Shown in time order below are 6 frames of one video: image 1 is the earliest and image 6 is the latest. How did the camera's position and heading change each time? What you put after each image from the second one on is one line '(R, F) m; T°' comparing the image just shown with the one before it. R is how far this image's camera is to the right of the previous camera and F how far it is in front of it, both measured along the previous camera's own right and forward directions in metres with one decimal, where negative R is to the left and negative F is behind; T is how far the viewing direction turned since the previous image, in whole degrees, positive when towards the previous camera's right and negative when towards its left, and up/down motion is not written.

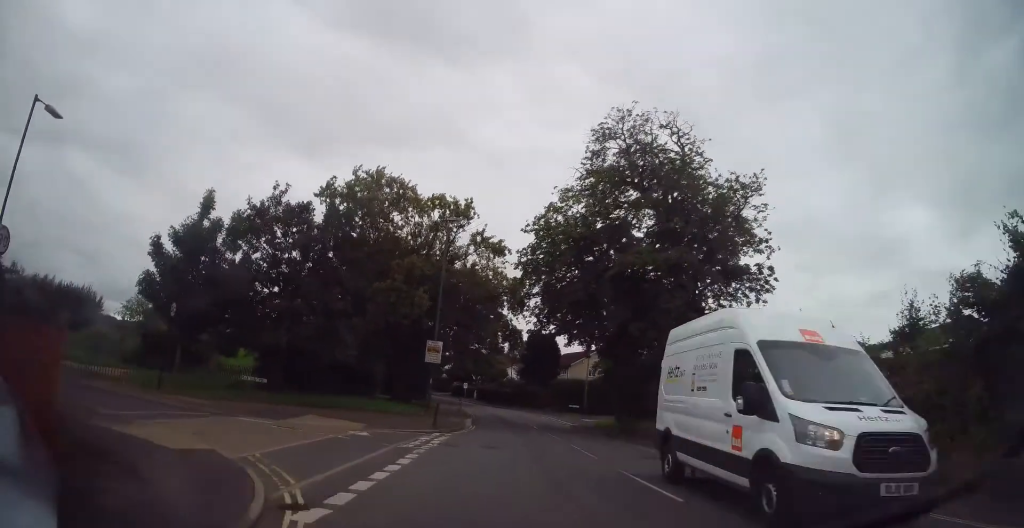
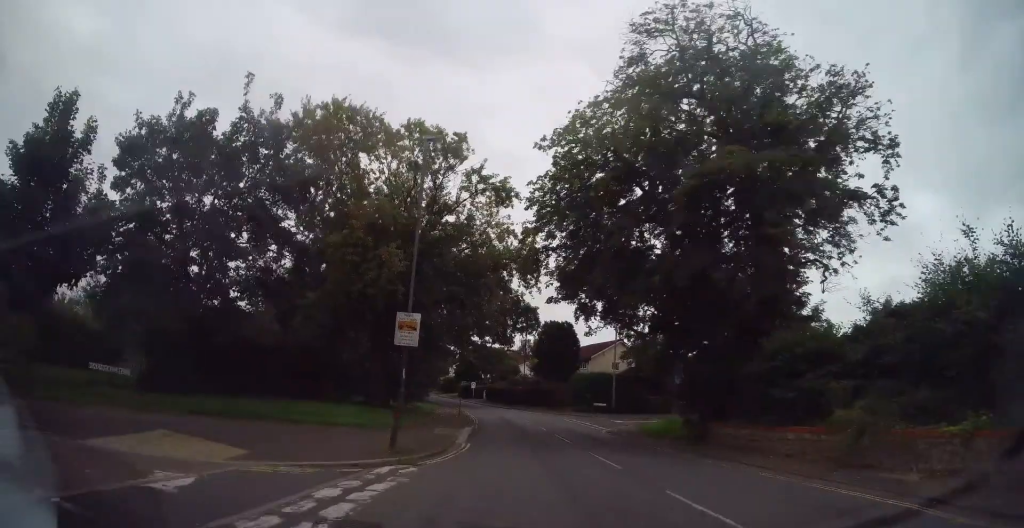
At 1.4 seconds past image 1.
(0.0, +8.4) m; -2°
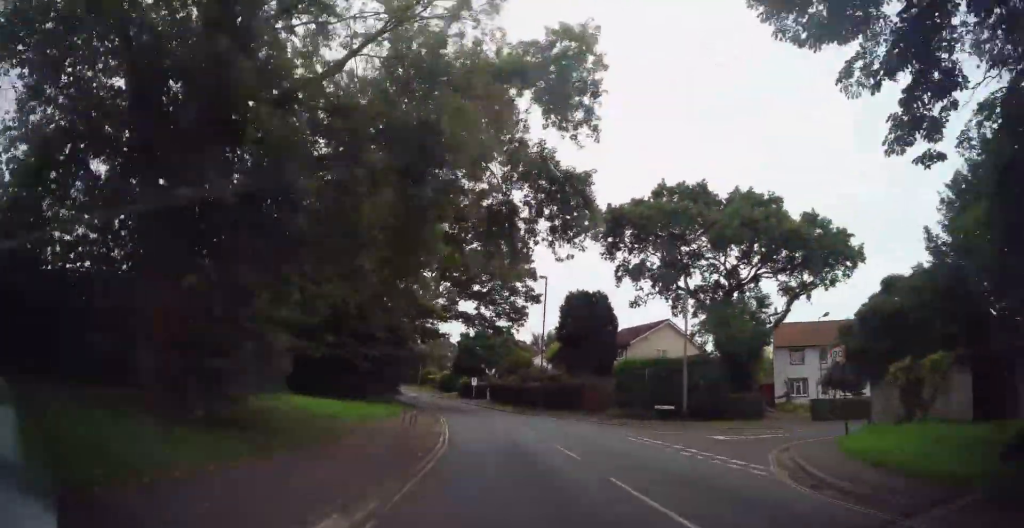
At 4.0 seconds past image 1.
(-0.4, +19.1) m; -5°
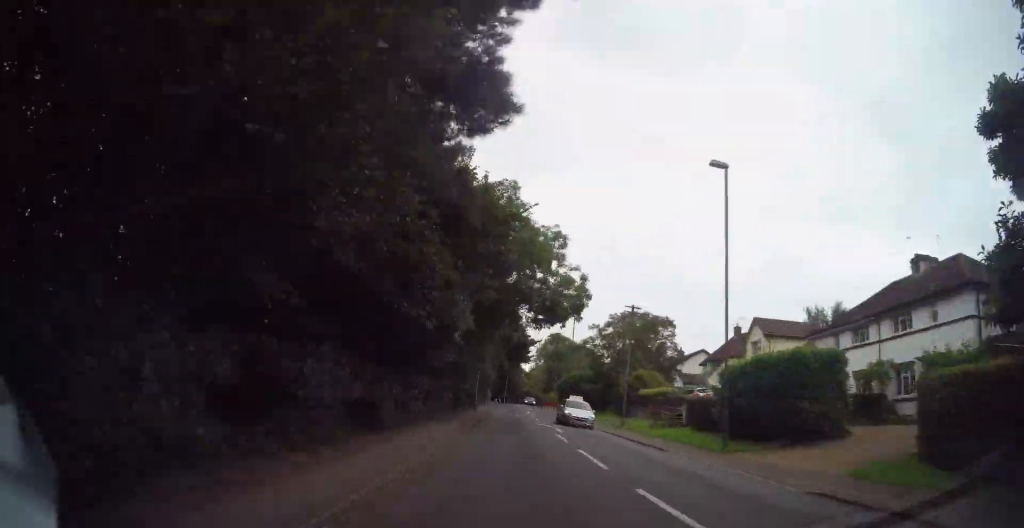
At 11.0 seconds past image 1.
(-9.9, +64.1) m; -12°
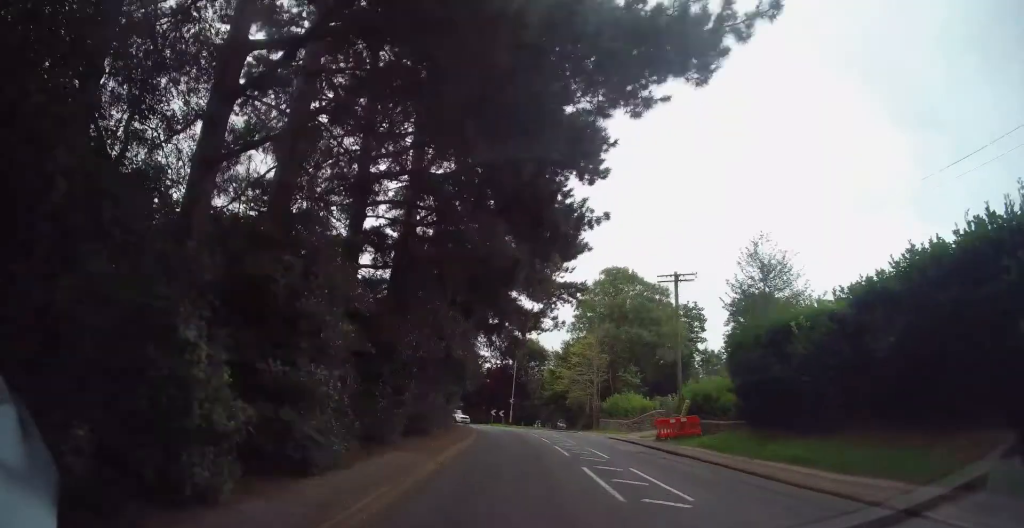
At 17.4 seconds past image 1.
(-0.6, +63.2) m; -3°
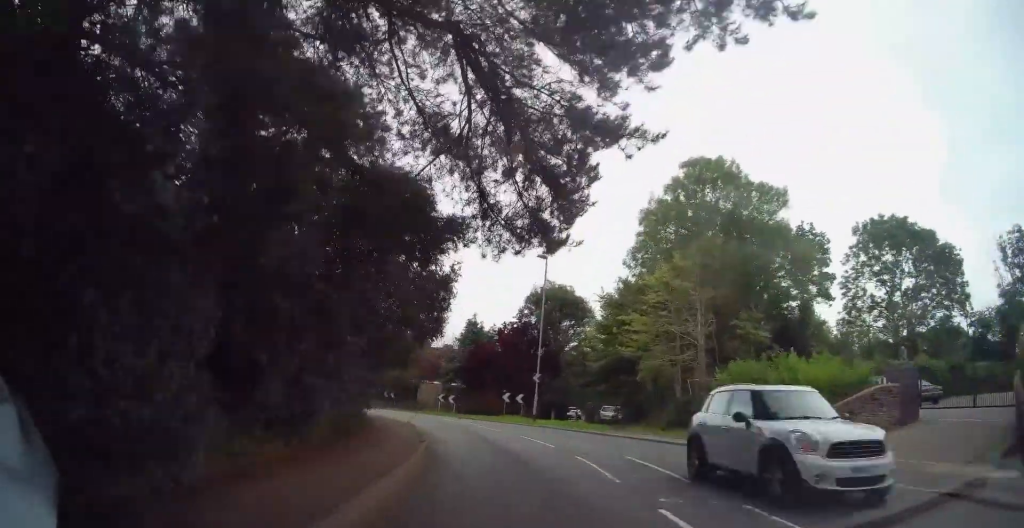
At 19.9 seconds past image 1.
(-0.5, +23.0) m; -7°
